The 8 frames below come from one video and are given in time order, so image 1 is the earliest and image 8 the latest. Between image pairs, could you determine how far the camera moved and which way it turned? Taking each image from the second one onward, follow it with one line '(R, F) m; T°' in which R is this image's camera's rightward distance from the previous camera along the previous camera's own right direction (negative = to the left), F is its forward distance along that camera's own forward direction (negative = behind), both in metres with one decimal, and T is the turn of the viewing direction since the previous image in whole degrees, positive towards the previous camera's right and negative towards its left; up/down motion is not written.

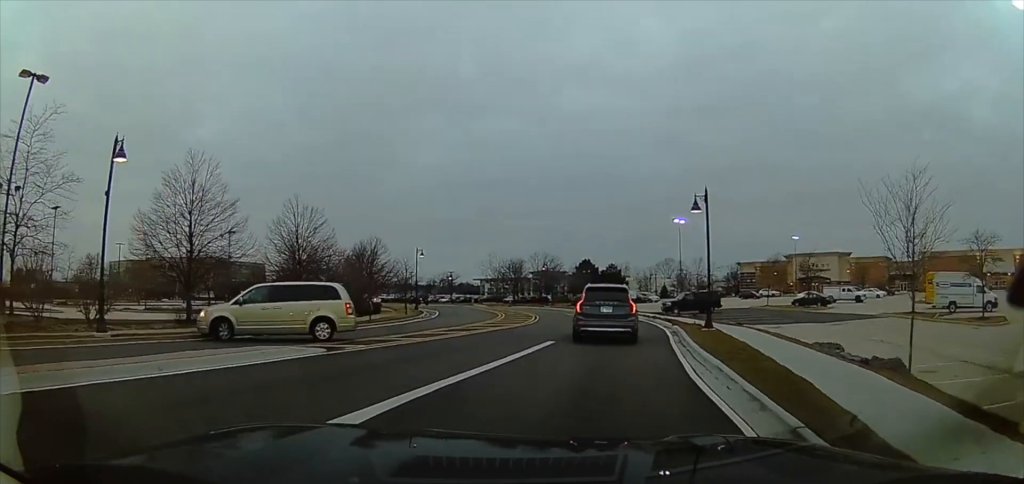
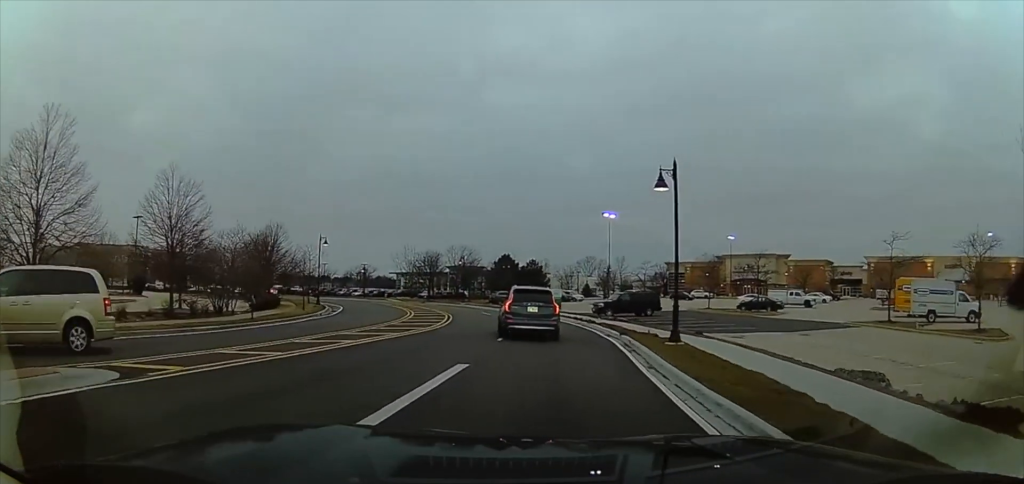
(+0.6, +5.3) m; +9°
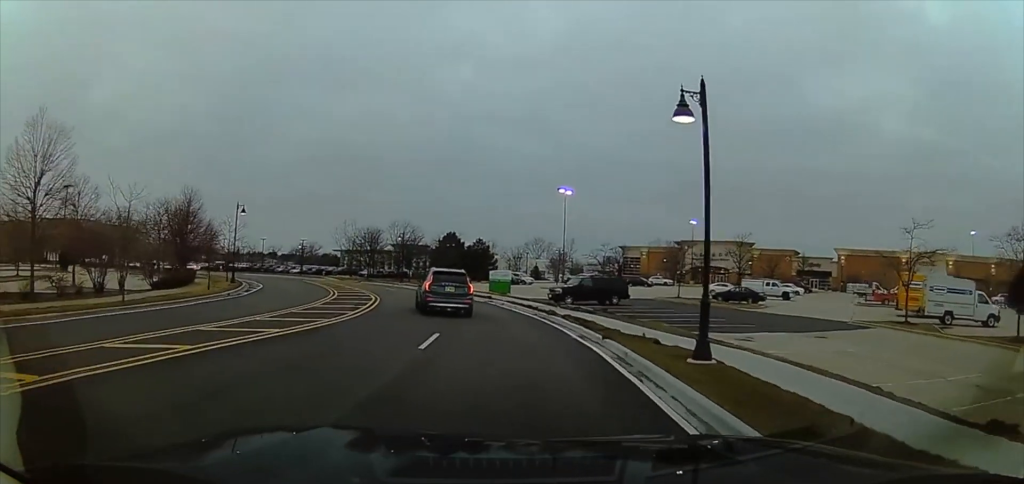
(+0.2, +6.5) m; 0°
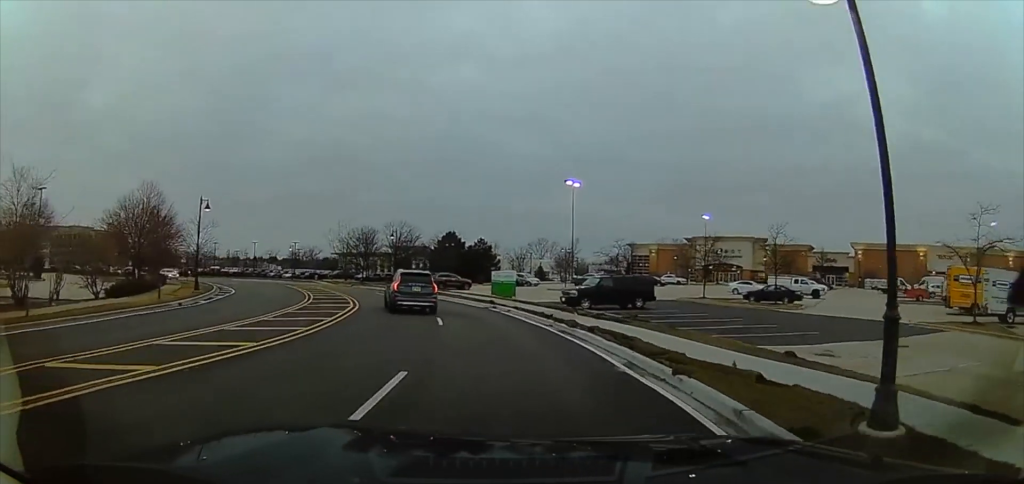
(+0.1, +5.6) m; -8°
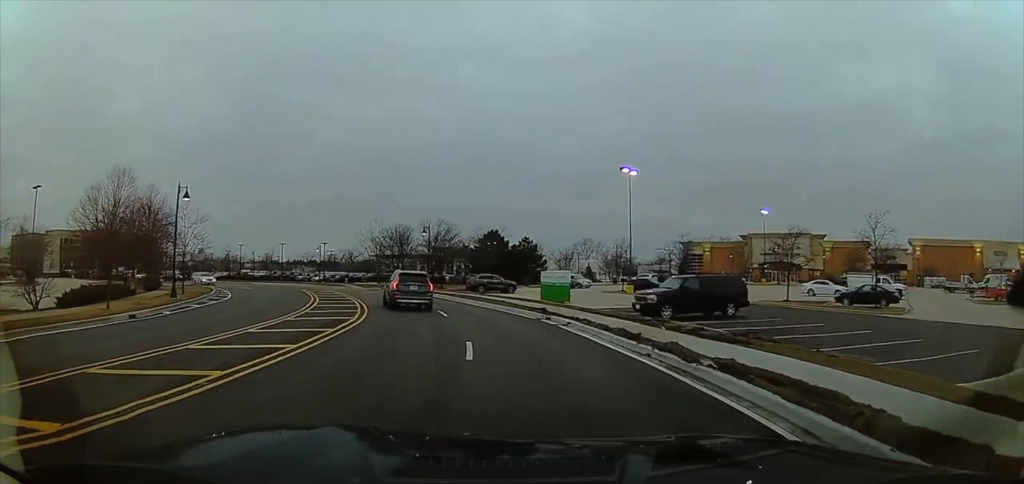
(-1.0, +7.4) m; -1°
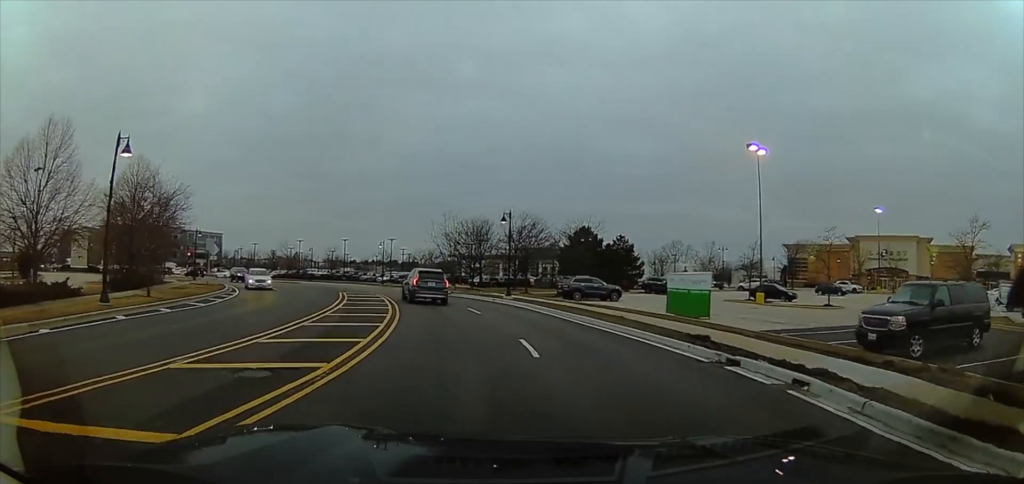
(+0.5, +11.1) m; -5°
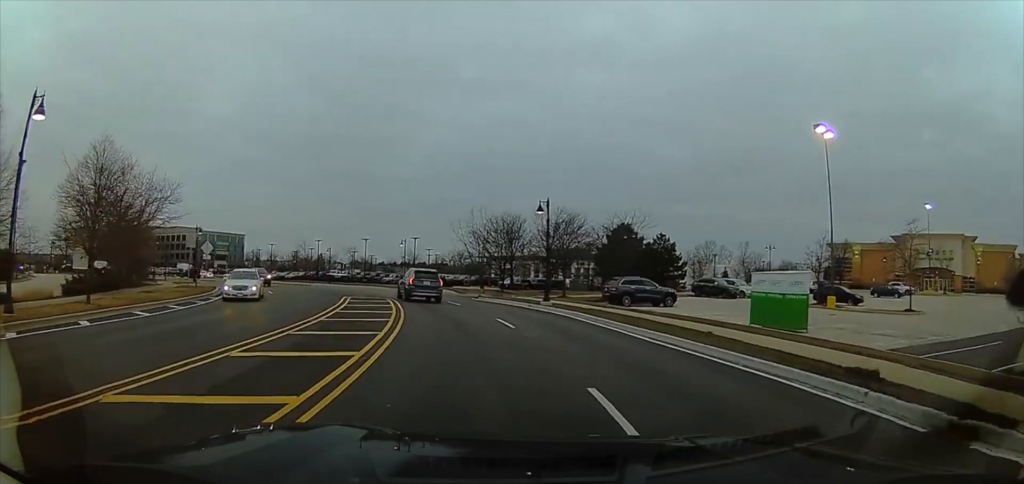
(-0.9, +6.0) m; -6°
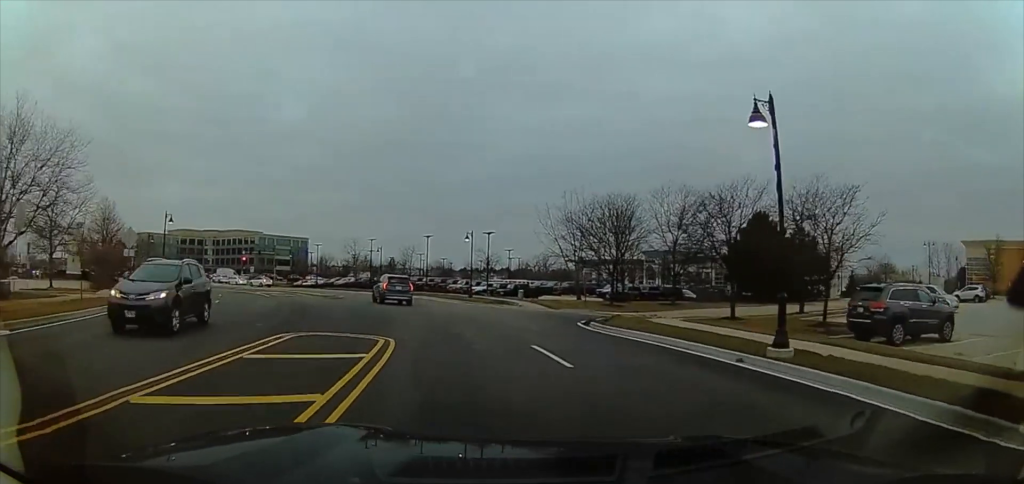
(-2.8, +18.7) m; -7°
